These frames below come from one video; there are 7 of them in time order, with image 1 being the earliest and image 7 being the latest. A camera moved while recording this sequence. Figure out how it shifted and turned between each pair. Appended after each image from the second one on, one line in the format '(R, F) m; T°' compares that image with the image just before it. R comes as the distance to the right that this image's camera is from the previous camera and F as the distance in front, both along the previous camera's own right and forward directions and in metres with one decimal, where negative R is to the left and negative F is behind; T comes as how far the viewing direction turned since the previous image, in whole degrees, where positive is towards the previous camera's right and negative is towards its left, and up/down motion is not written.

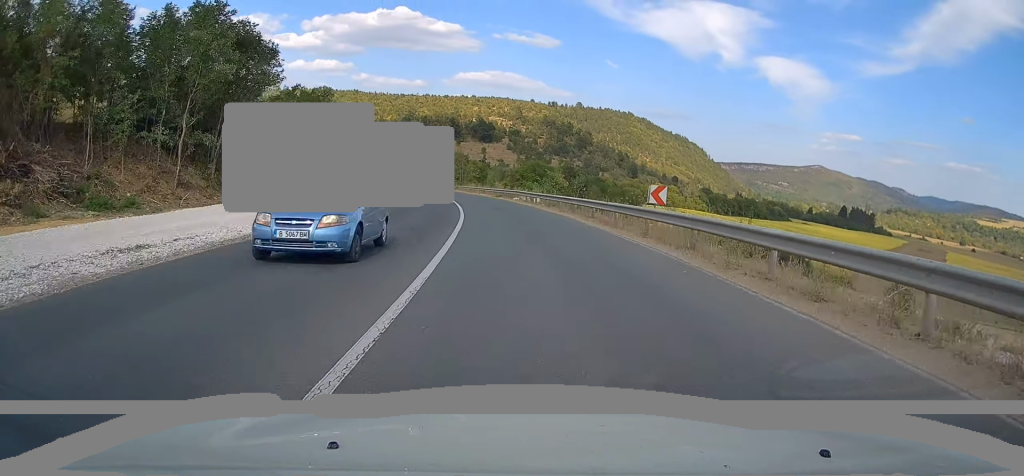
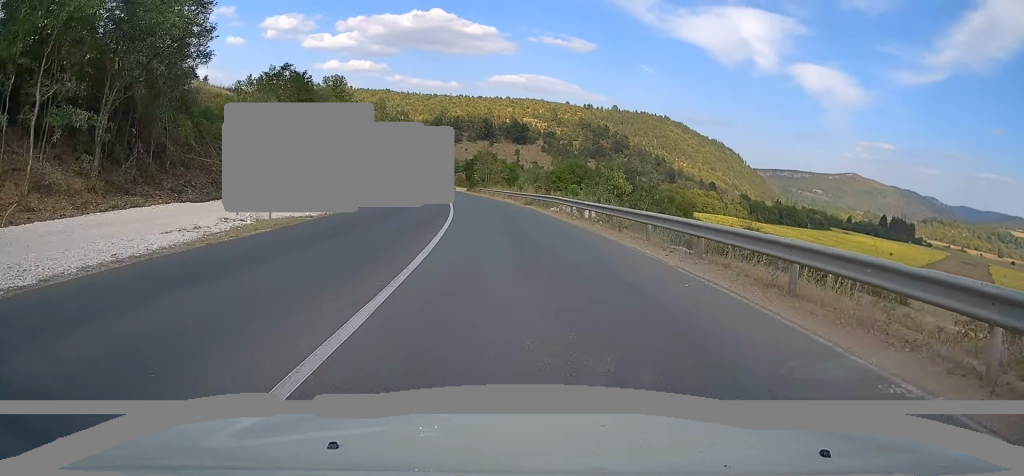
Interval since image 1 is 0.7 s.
(-0.4, +17.2) m; -3°
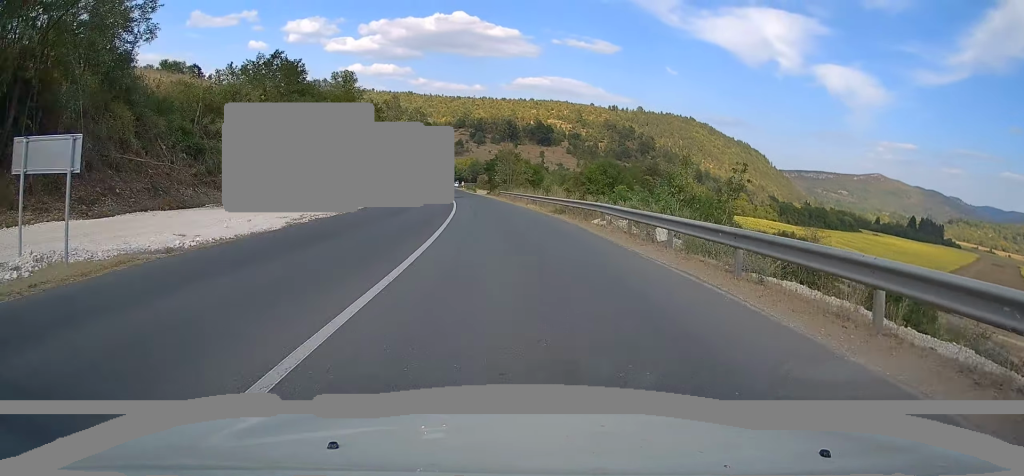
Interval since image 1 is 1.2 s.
(-0.3, +10.2) m; -2°
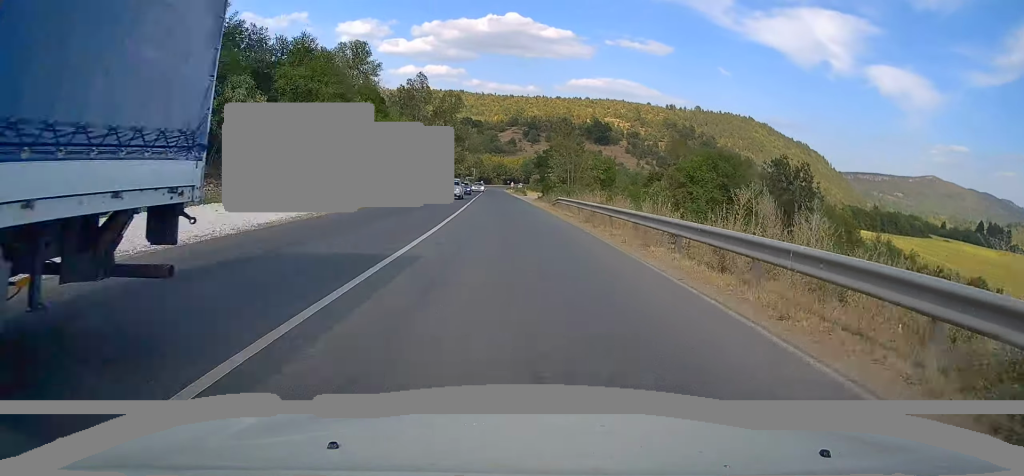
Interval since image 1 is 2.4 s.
(-1.2, +29.0) m; -5°
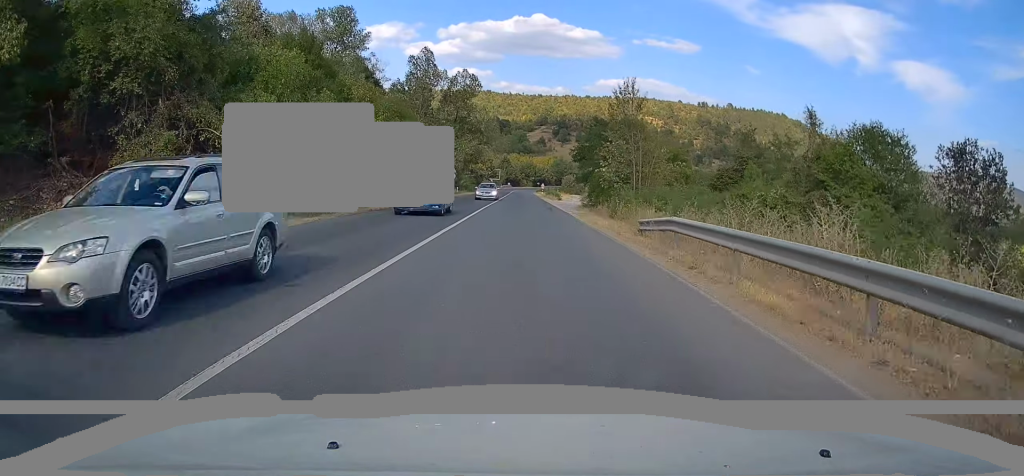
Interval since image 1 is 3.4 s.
(-0.8, +22.8) m; -3°
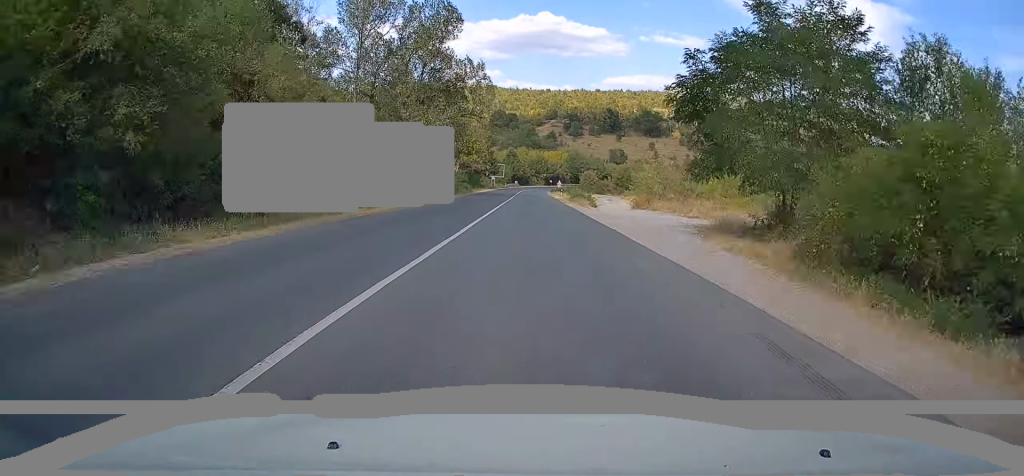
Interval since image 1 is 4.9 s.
(-0.8, +37.0) m; -1°
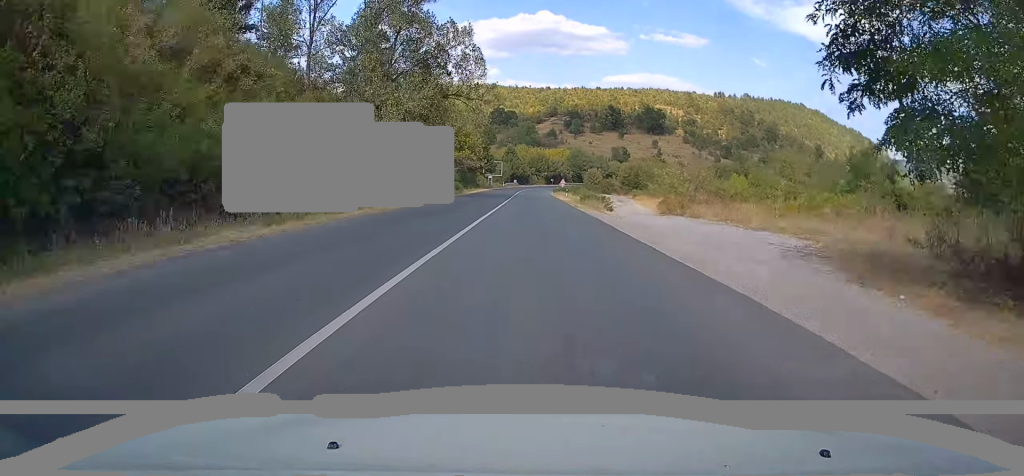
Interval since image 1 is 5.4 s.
(0.0, +11.8) m; 0°
